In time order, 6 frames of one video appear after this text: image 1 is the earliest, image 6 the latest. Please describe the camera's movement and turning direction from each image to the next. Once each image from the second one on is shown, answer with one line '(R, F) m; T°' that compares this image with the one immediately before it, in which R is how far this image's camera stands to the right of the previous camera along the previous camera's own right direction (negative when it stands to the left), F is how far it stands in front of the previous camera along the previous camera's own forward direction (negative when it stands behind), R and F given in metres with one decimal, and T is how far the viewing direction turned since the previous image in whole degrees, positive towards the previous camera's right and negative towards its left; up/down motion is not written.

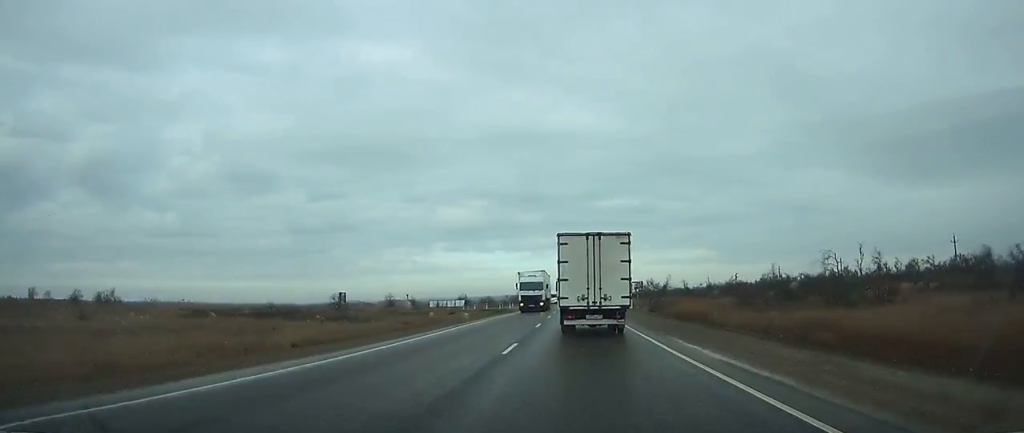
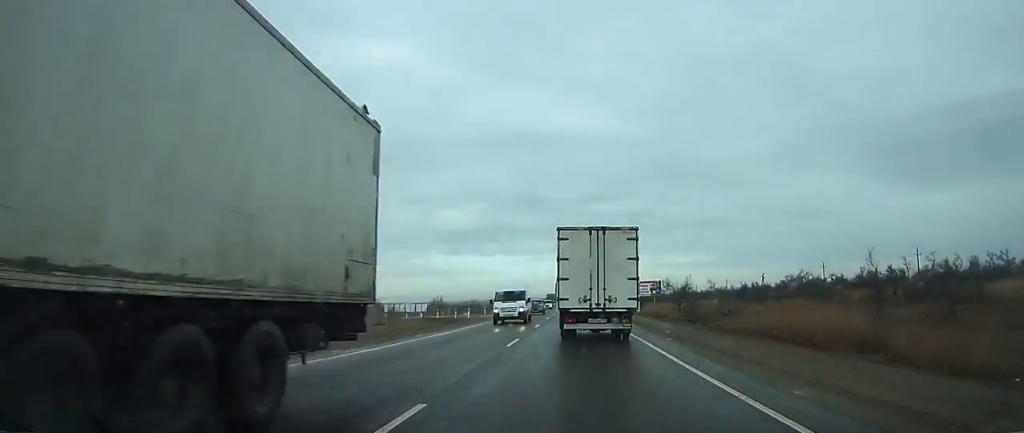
(0.0, +33.6) m; 0°
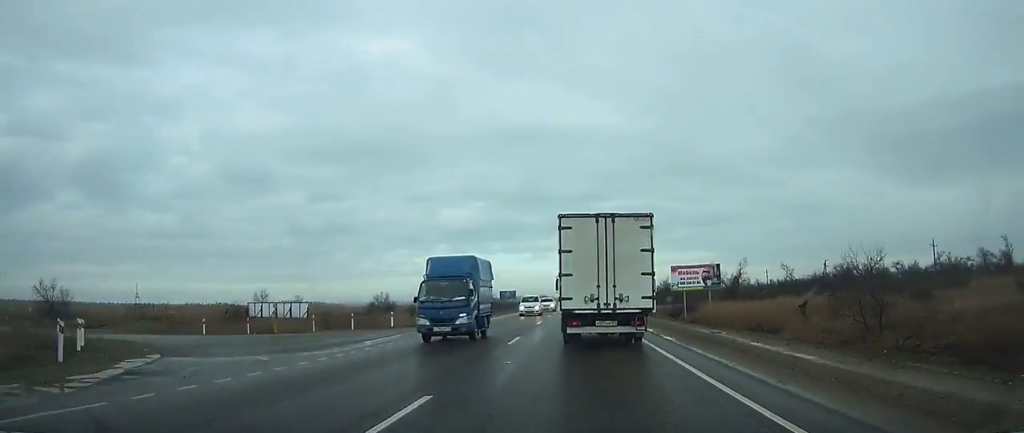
(-0.1, +46.7) m; 0°
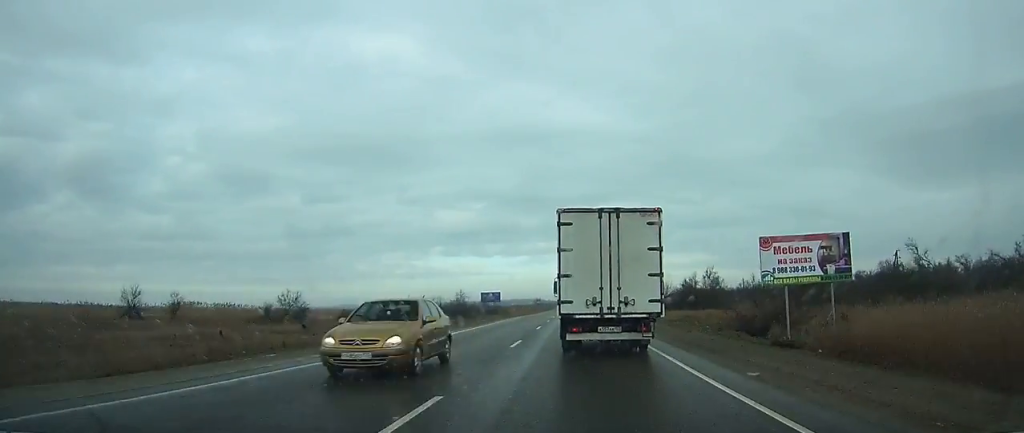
(+0.1, +35.0) m; 0°
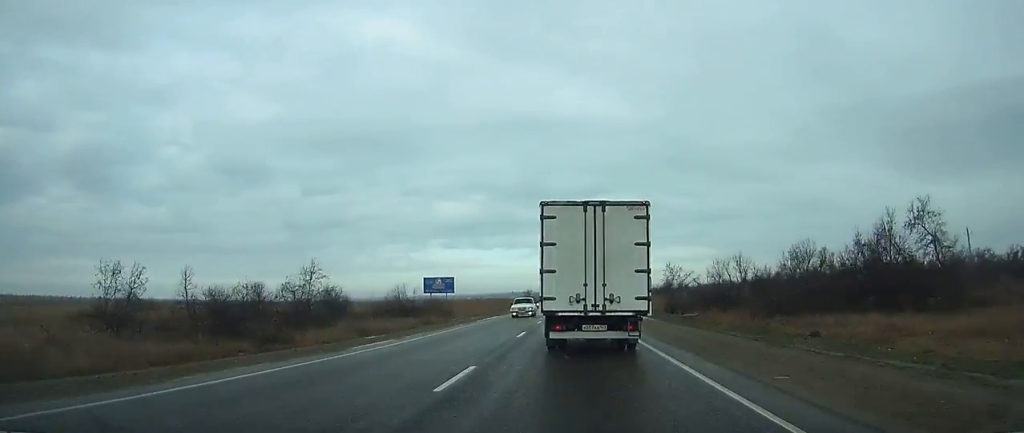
(+0.4, +67.8) m; +1°
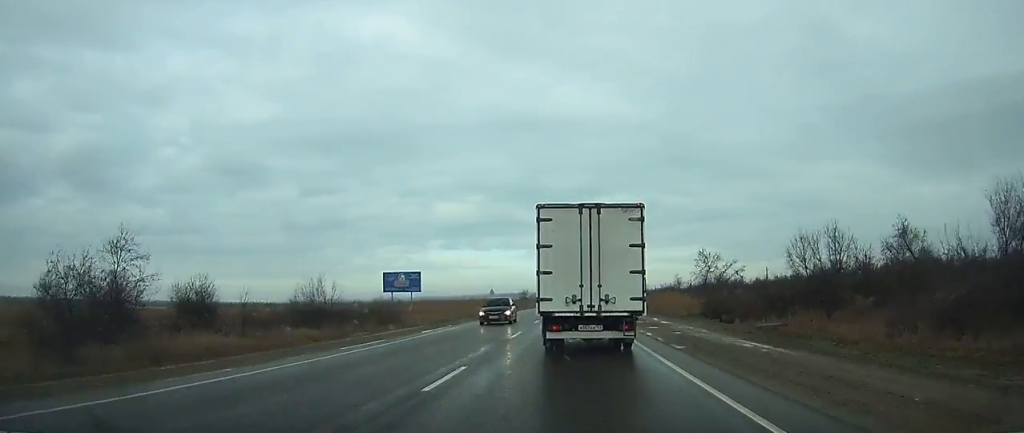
(0.0, +23.9) m; 0°
